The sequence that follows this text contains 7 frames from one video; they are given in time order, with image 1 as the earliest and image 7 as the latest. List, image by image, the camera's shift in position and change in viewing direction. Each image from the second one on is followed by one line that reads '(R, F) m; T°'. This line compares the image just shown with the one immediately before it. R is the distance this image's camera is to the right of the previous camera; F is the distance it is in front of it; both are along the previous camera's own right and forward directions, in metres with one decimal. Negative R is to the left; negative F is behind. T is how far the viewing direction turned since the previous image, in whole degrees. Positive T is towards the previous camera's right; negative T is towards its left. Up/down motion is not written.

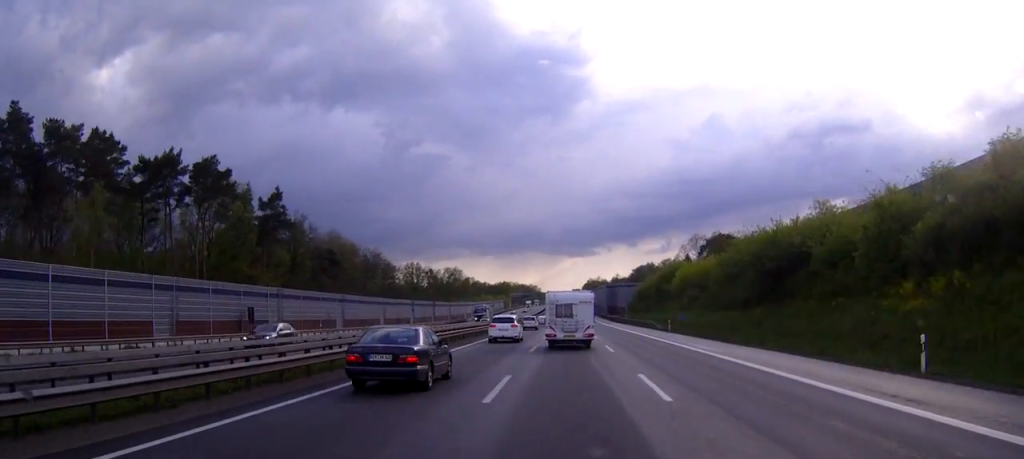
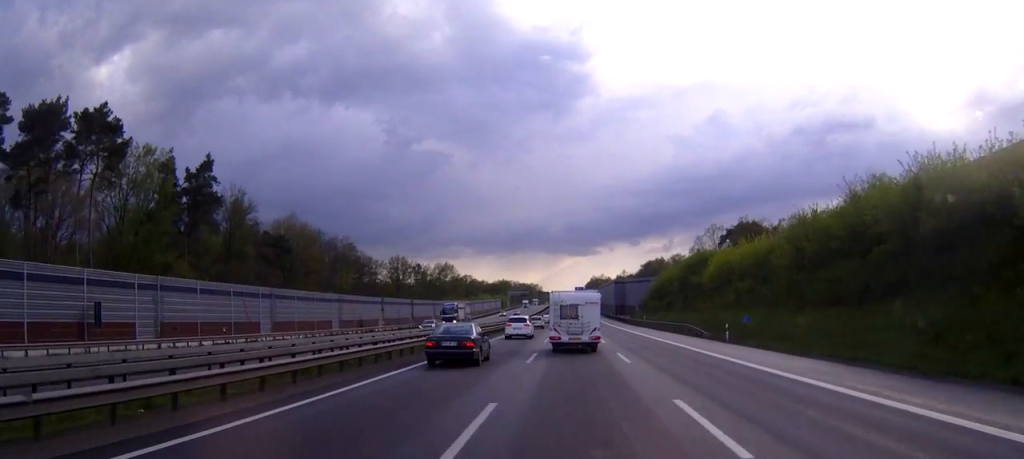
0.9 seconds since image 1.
(+0.2, +23.5) m; 0°
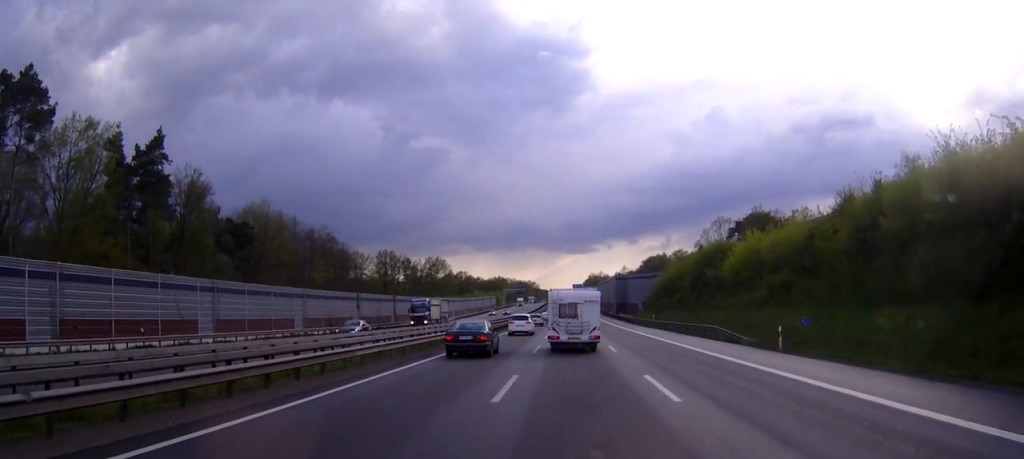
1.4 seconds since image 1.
(-0.1, +11.6) m; 0°
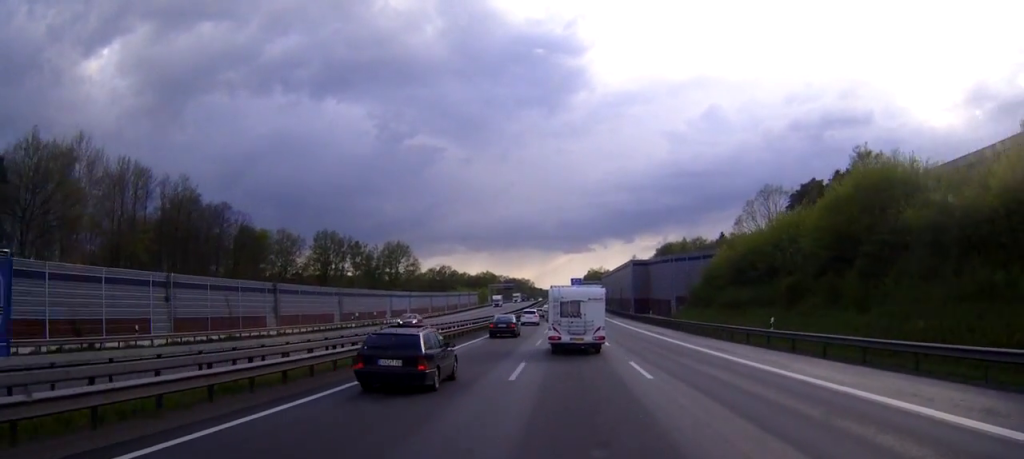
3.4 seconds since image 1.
(0.0, +48.7) m; +1°
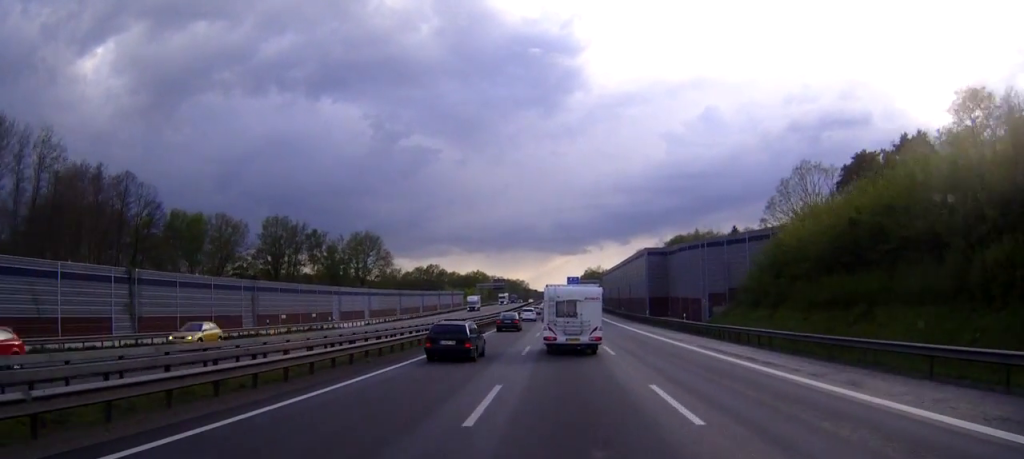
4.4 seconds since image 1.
(+0.1, +25.3) m; 0°
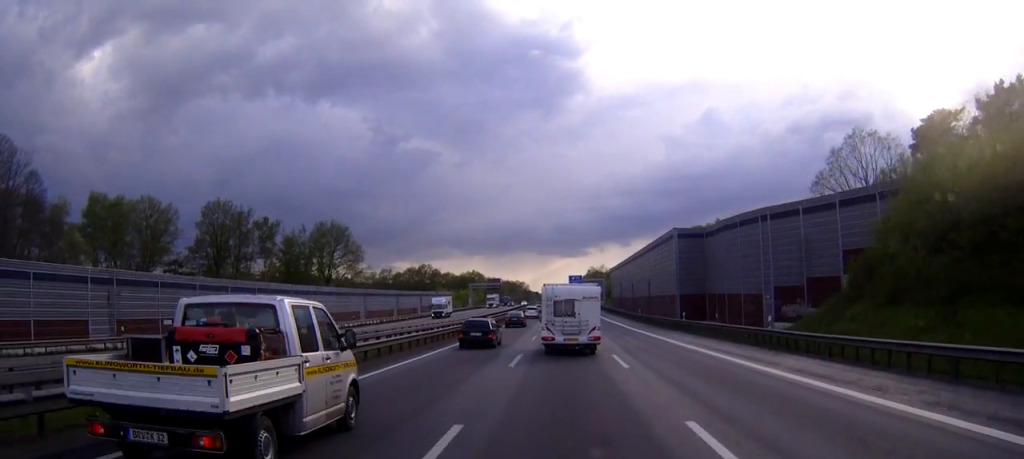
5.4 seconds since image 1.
(-0.1, +23.6) m; 0°
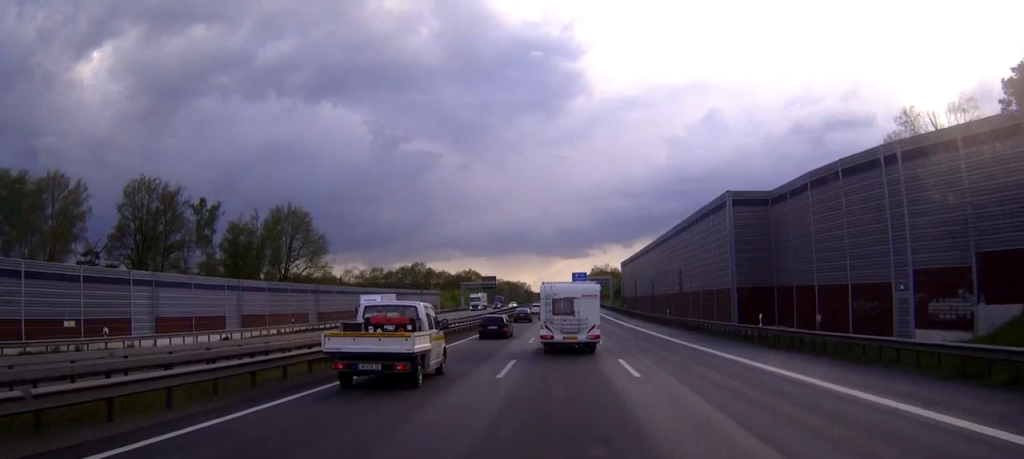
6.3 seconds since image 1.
(0.0, +21.9) m; 0°
